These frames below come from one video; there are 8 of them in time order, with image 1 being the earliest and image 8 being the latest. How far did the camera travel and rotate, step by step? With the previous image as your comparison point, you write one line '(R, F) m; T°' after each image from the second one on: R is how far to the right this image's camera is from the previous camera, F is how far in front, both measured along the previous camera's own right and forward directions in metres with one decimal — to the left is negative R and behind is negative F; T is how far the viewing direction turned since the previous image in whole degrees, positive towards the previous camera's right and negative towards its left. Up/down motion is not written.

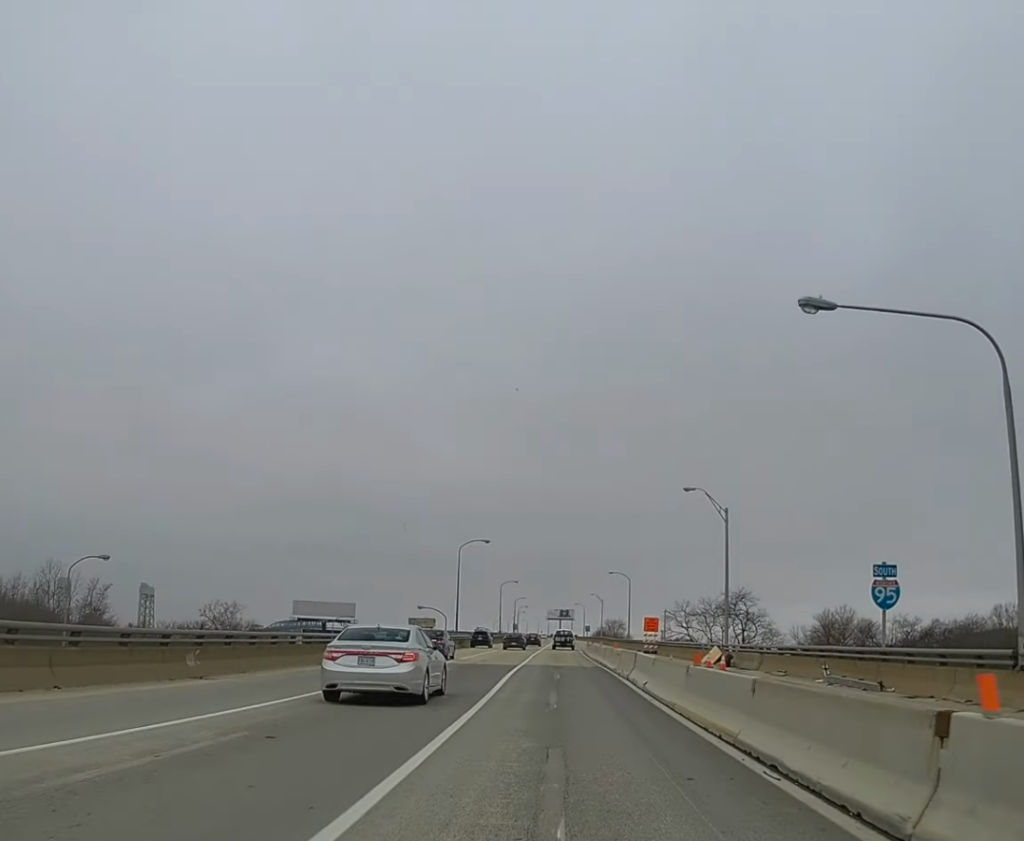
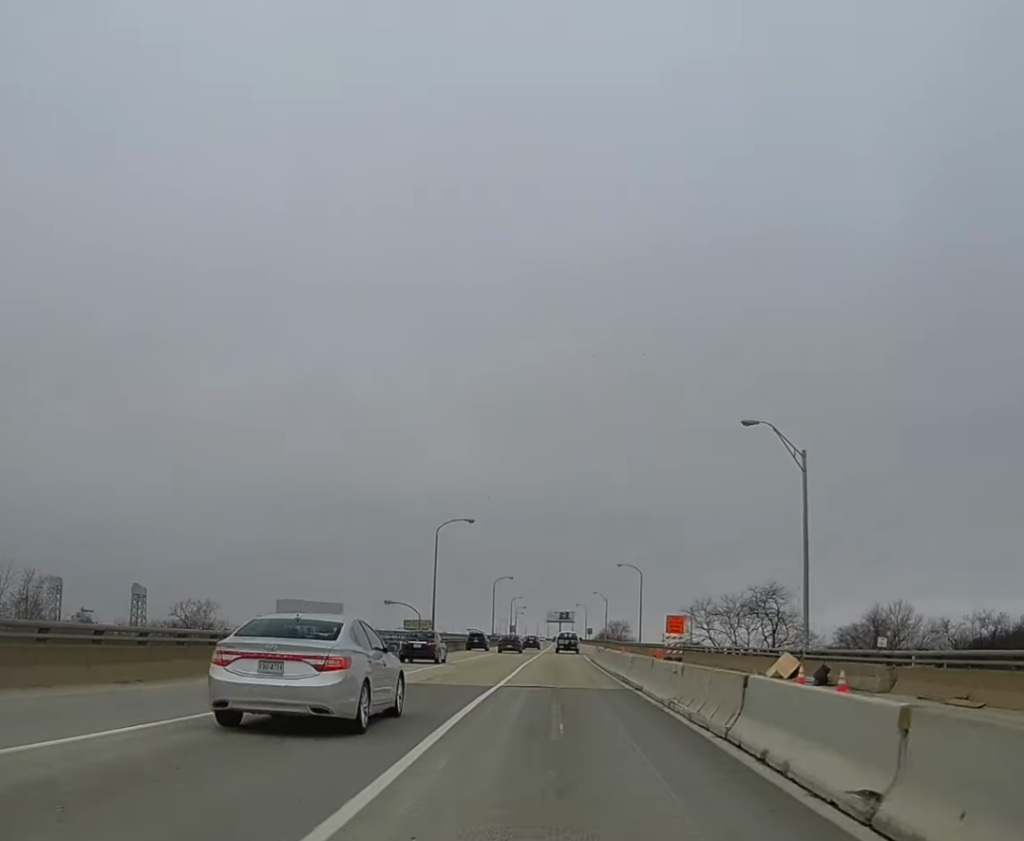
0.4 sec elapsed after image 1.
(+0.1, +18.2) m; 0°
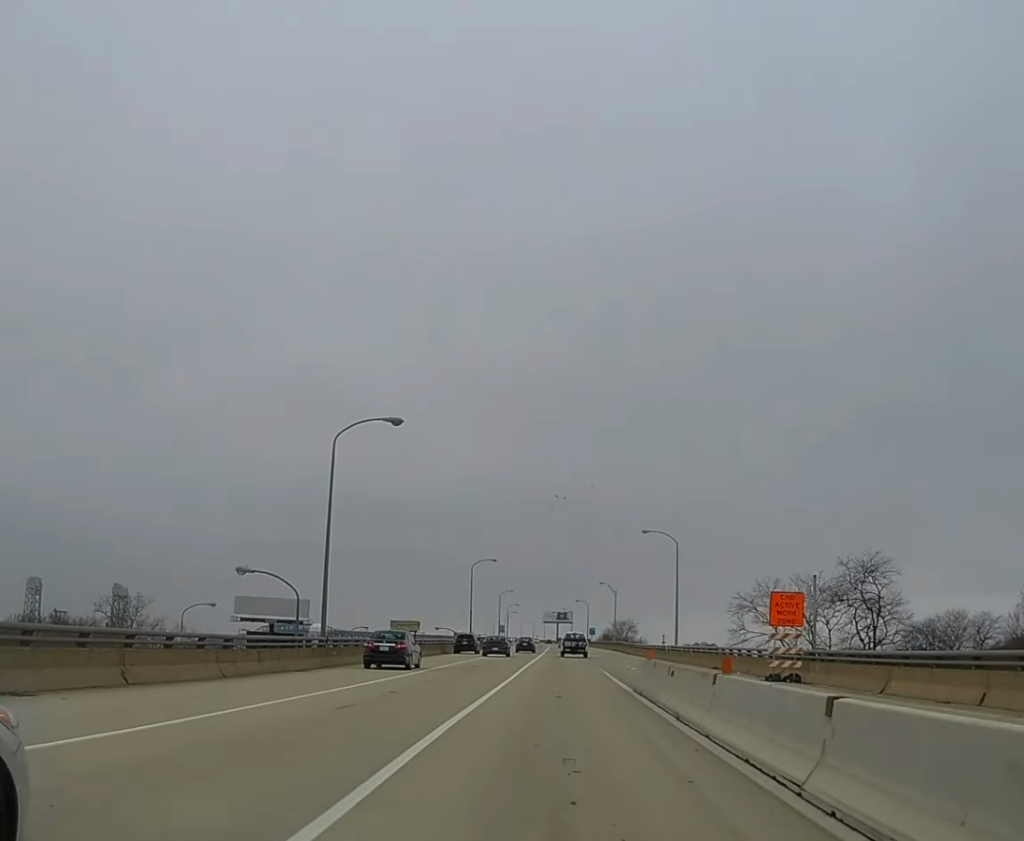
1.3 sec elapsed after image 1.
(-0.1, +35.6) m; 0°
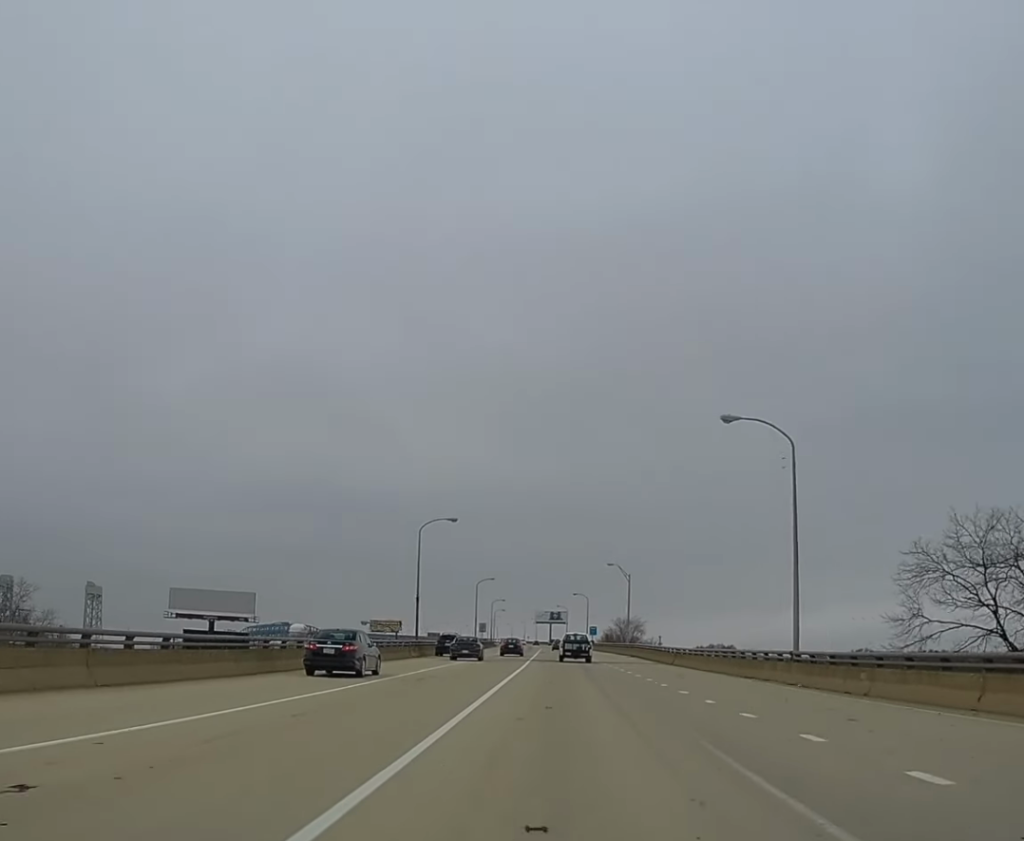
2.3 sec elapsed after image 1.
(0.0, +40.1) m; 0°
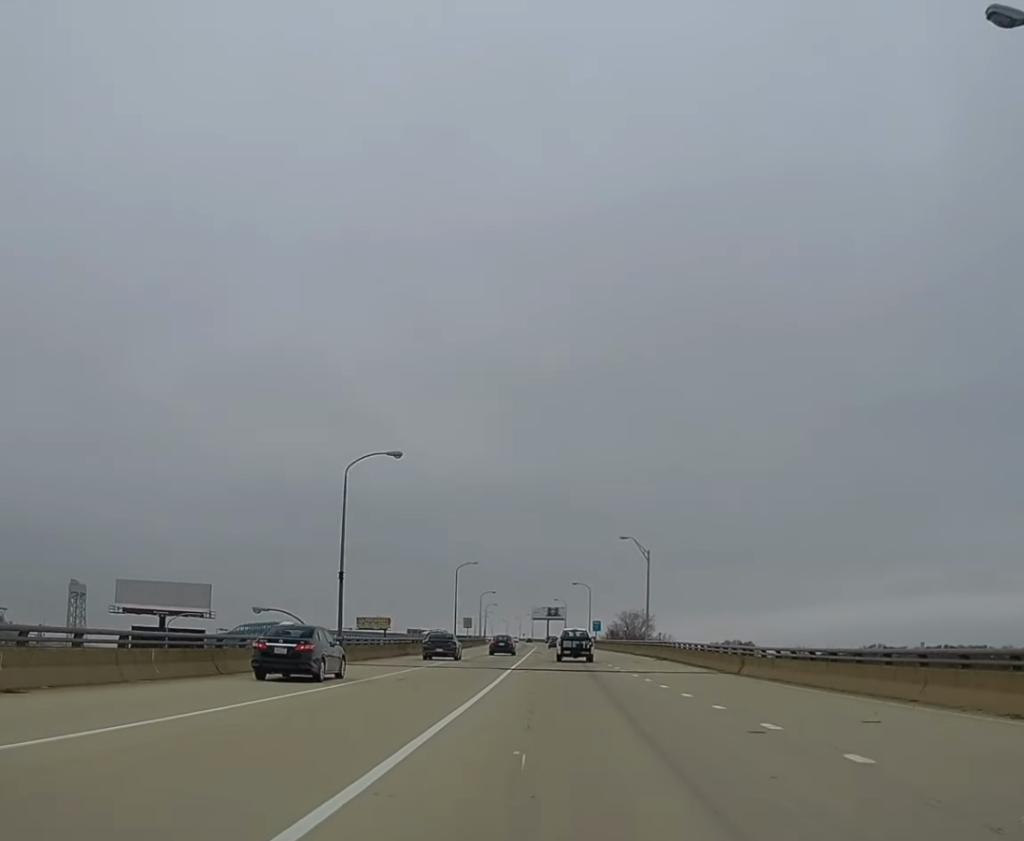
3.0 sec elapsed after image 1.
(0.0, +26.1) m; 0°
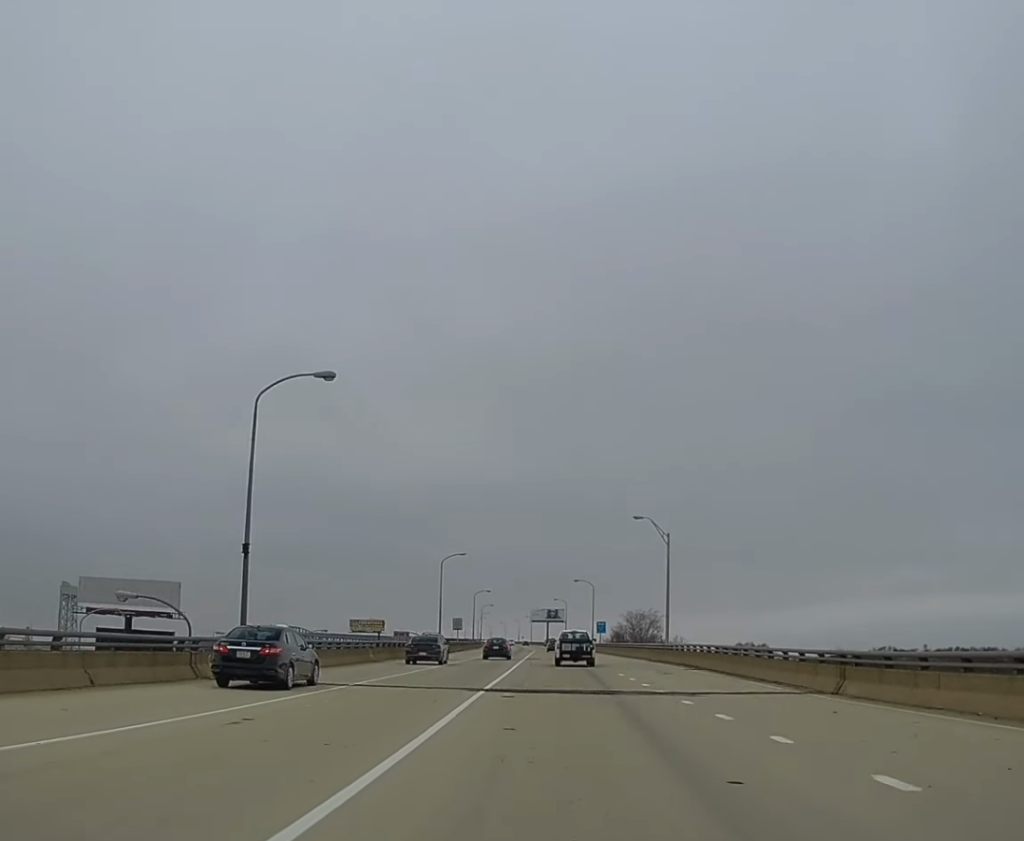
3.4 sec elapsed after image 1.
(-0.1, +15.5) m; 0°
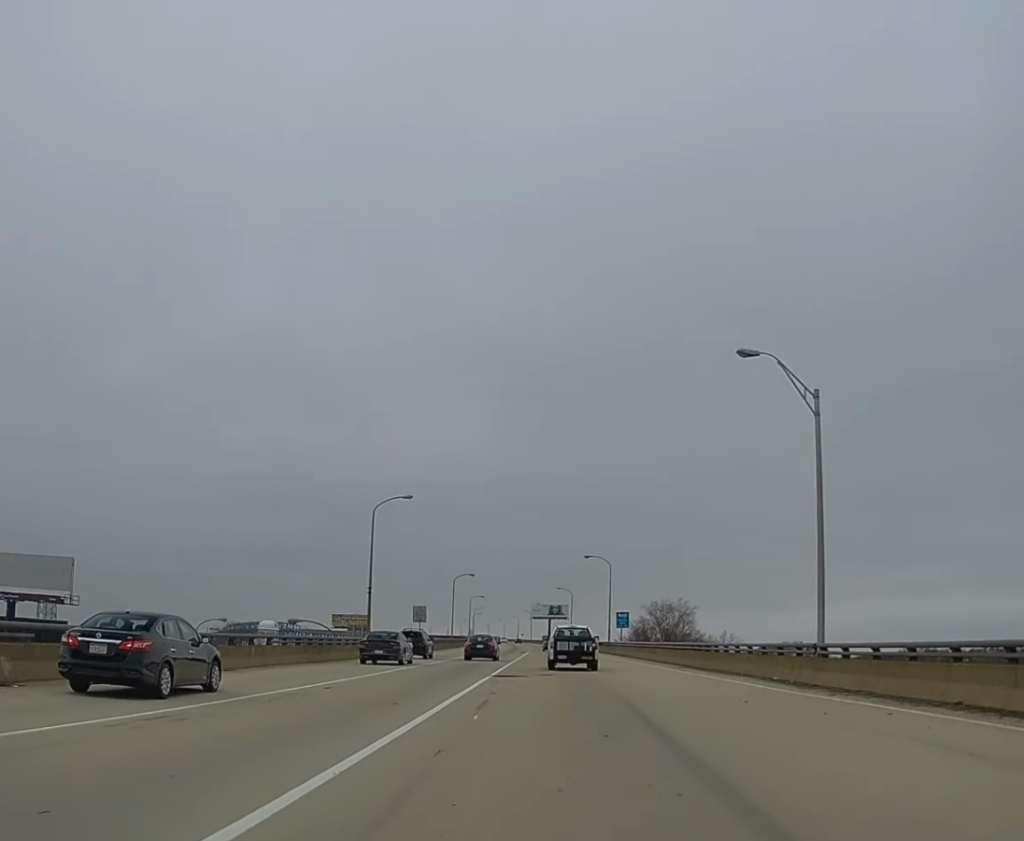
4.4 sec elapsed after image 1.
(+0.3, +40.2) m; 0°
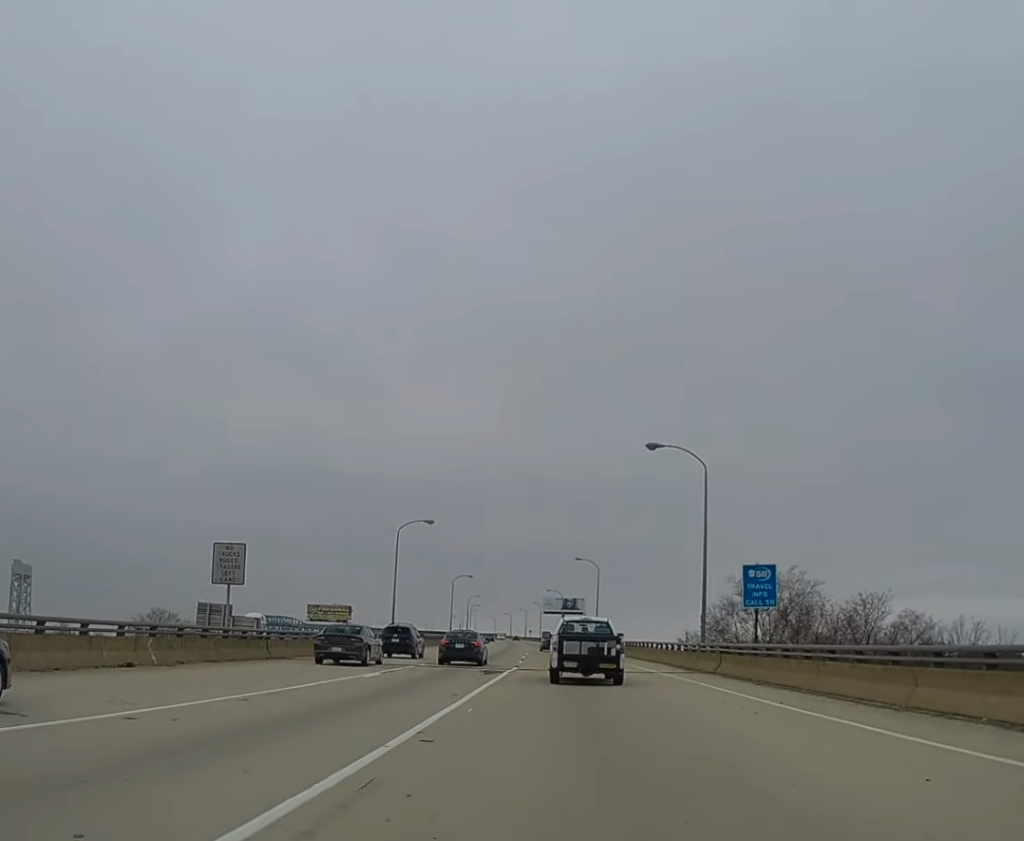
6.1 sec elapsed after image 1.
(-0.7, +60.8) m; -1°
